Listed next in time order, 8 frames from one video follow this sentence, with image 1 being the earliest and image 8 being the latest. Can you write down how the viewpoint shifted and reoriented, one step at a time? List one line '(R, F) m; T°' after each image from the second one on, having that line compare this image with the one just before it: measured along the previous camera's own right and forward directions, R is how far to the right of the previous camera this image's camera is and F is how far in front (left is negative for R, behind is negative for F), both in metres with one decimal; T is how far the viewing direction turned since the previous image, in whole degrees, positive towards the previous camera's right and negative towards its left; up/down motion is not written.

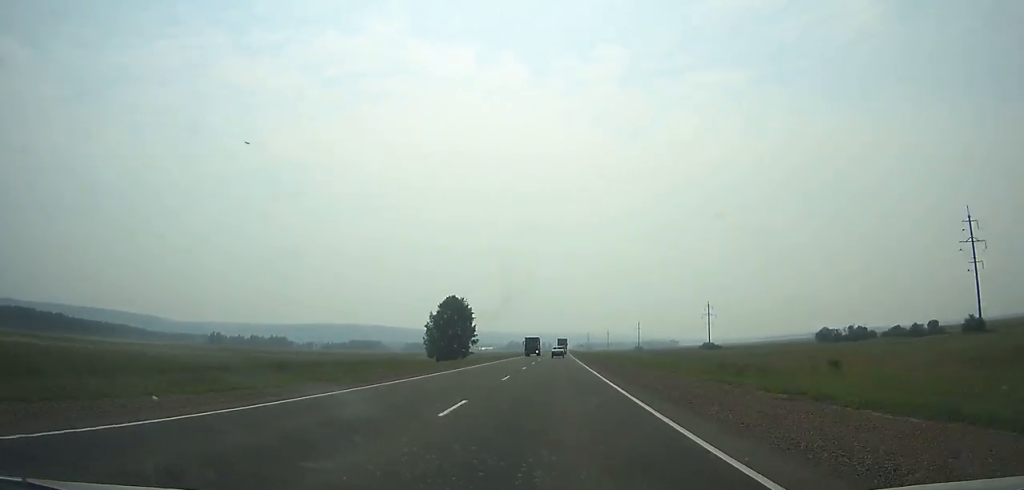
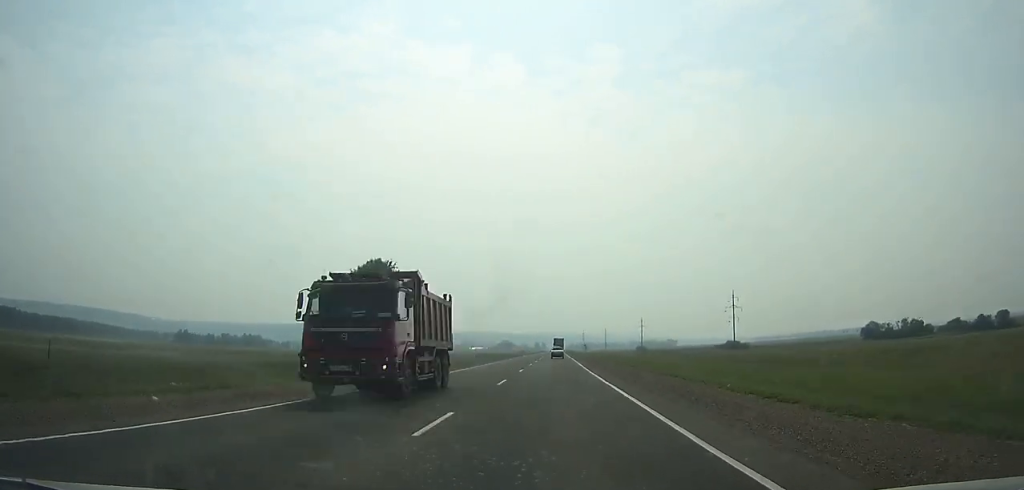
(+0.5, +49.7) m; +1°
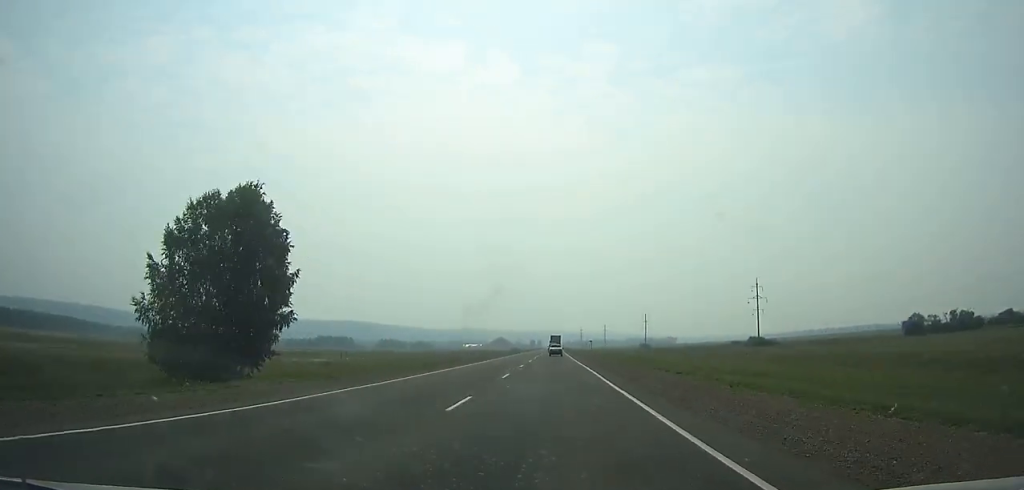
(+0.1, +33.8) m; 0°
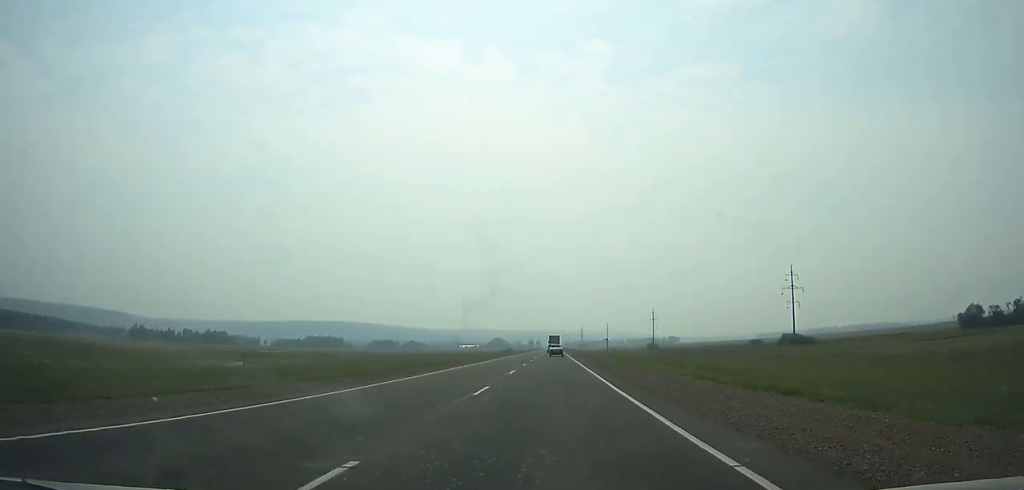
(+0.1, +30.4) m; 0°
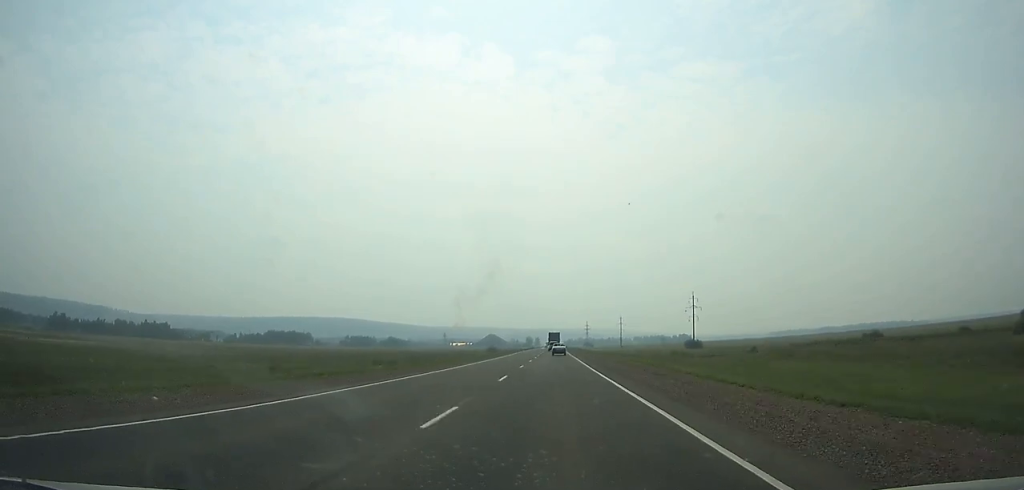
(+0.2, +101.0) m; 0°
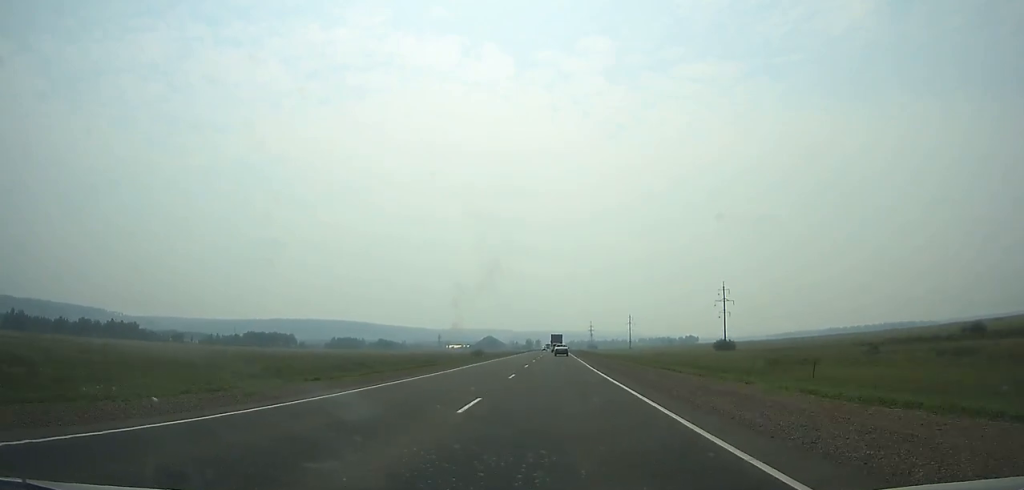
(0.0, +45.1) m; 0°
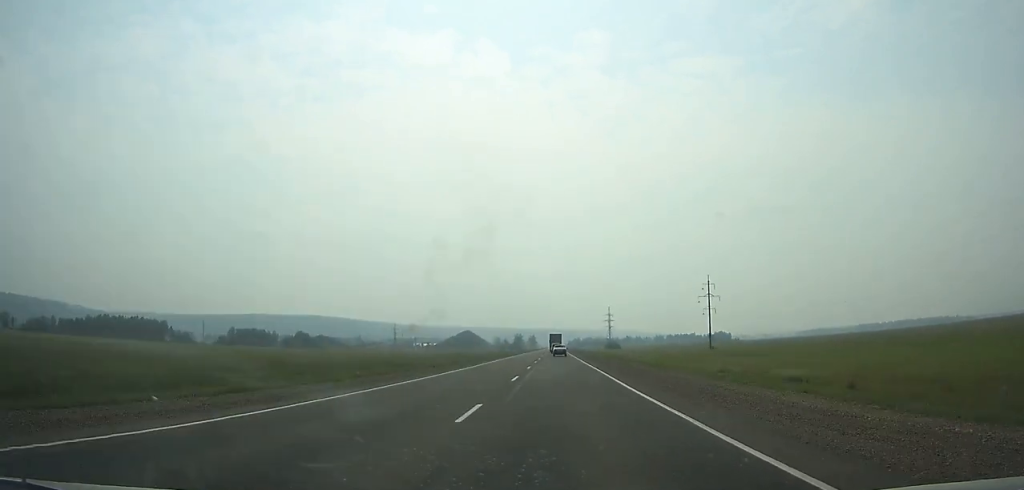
(-0.3, +208.3) m; 0°
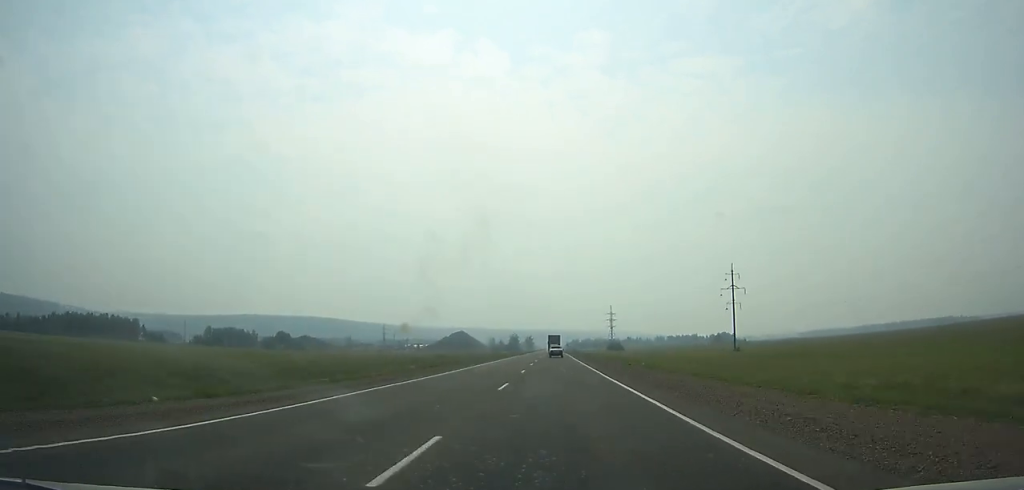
(0.0, +28.6) m; 0°
